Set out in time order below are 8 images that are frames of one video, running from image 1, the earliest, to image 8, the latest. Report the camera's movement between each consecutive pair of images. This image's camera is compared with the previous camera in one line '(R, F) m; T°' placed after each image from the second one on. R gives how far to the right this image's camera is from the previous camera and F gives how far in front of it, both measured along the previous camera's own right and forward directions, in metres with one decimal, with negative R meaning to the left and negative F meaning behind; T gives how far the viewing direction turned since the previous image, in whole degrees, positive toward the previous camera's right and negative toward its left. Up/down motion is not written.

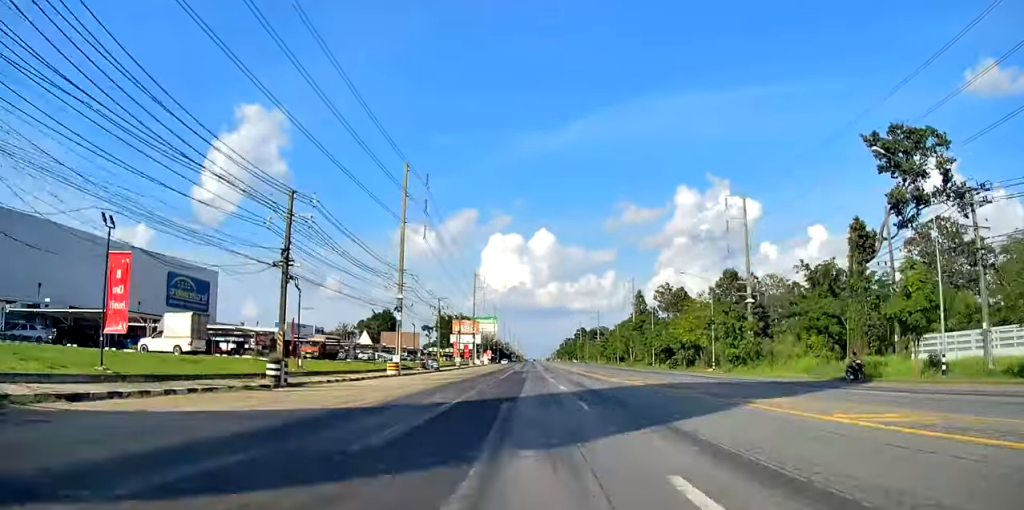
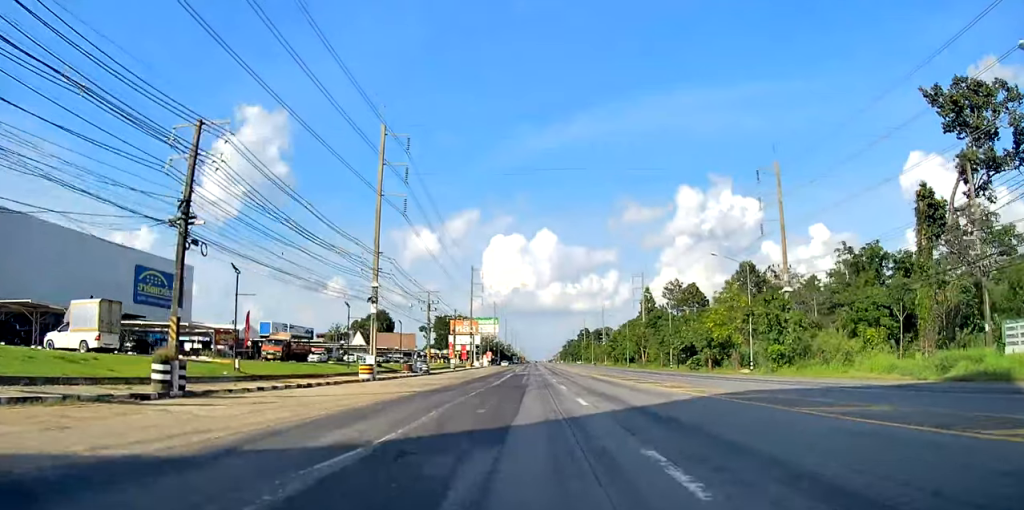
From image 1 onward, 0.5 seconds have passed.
(+0.1, +9.9) m; +1°
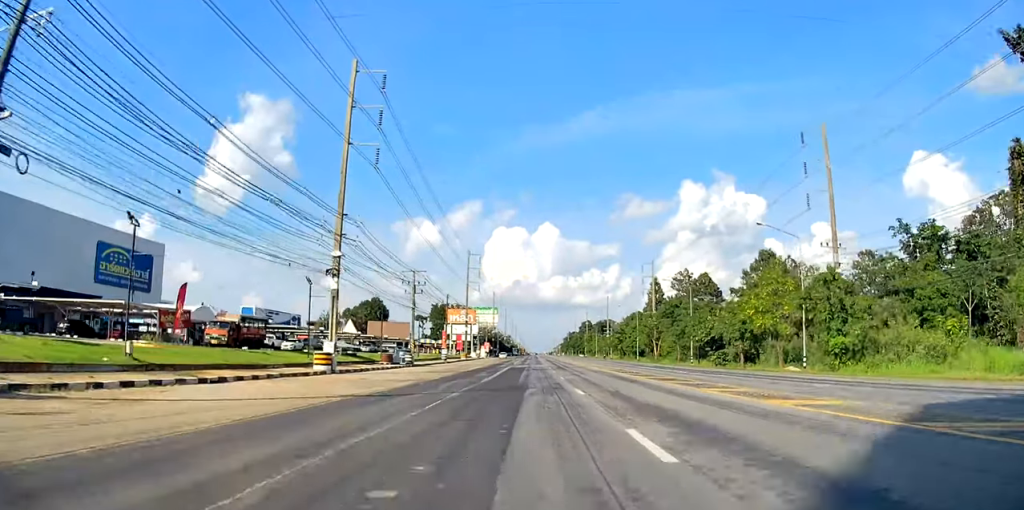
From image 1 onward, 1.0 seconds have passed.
(0.0, +11.1) m; +1°
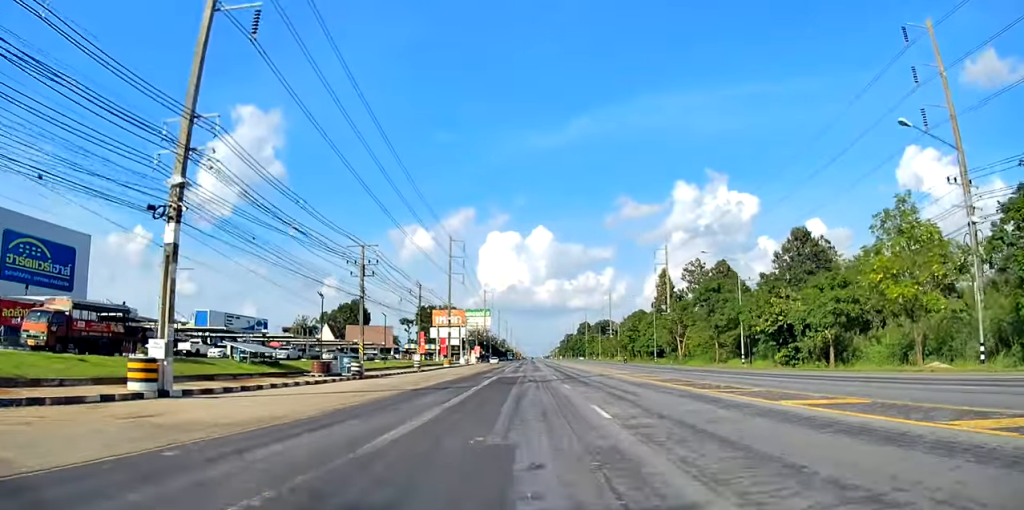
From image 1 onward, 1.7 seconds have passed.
(+0.1, +17.4) m; 0°
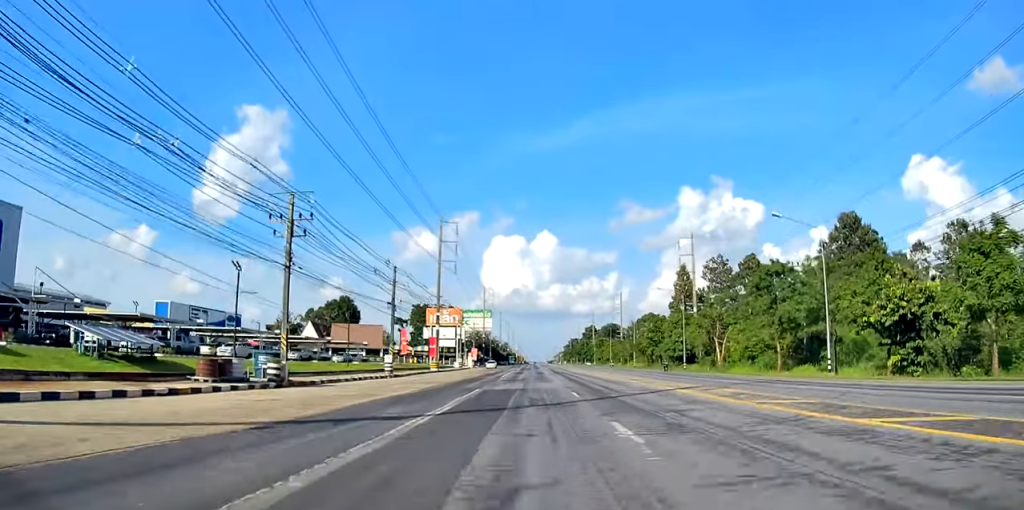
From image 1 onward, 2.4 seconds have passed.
(+0.3, +15.6) m; 0°
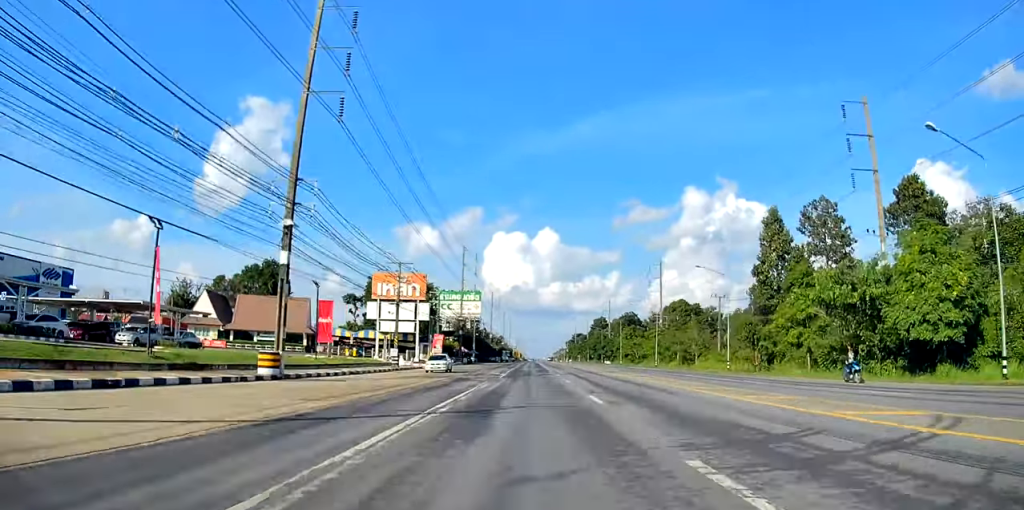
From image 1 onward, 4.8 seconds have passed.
(-1.4, +53.3) m; -1°
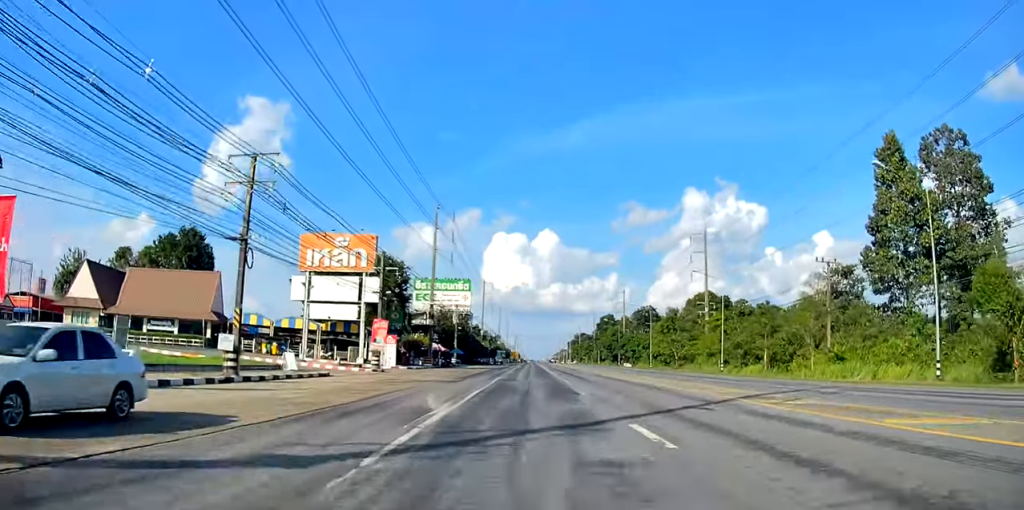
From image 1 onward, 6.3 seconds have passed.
(+0.1, +32.8) m; 0°
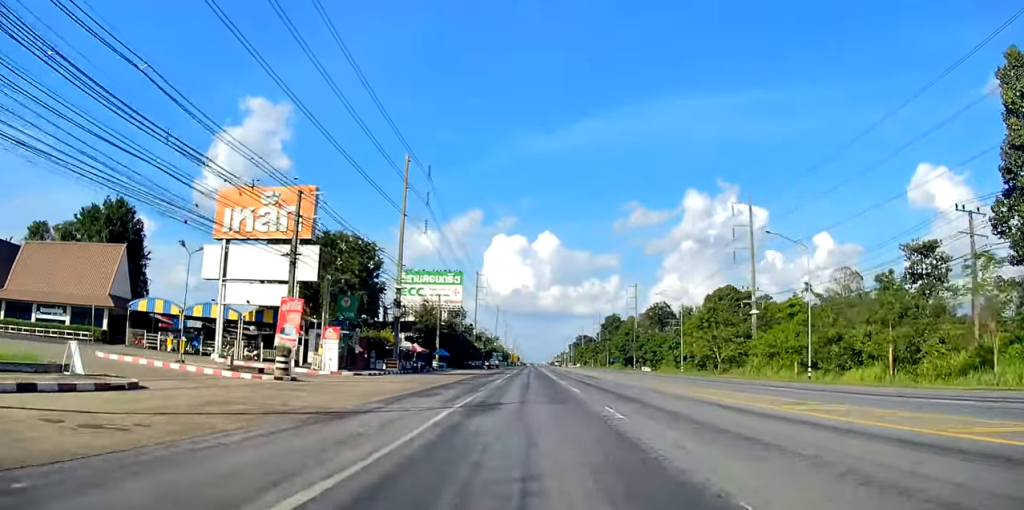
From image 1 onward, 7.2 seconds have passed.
(0.0, +20.4) m; 0°
